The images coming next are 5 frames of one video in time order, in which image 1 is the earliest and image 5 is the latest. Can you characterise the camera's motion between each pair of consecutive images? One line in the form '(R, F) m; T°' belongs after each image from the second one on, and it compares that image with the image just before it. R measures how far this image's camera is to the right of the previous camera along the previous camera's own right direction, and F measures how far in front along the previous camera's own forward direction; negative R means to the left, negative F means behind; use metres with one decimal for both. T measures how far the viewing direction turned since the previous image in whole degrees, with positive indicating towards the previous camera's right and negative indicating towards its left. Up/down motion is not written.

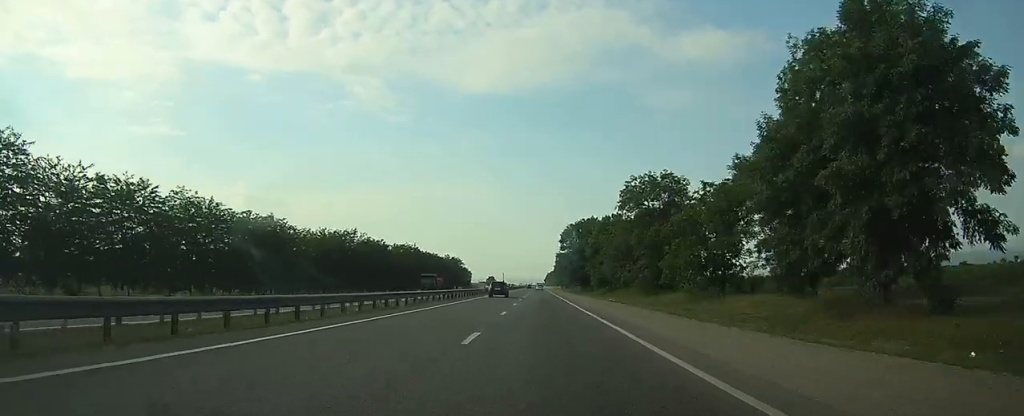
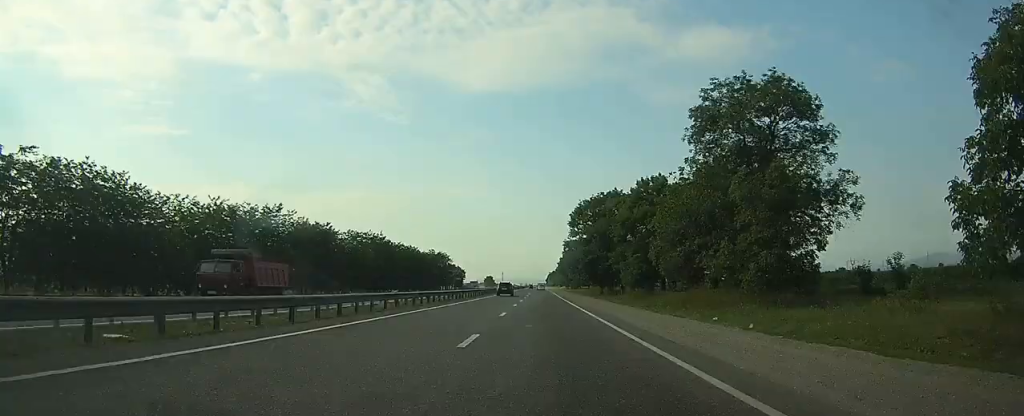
(0.0, +36.2) m; 0°
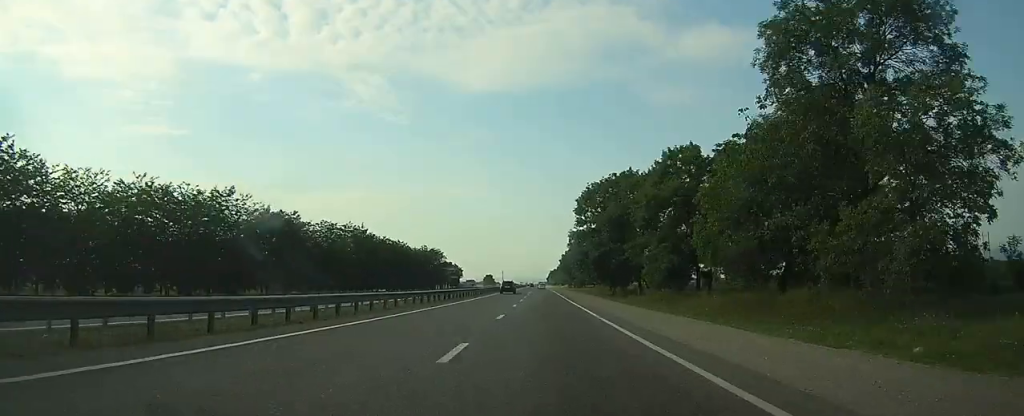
(0.0, +14.2) m; 0°
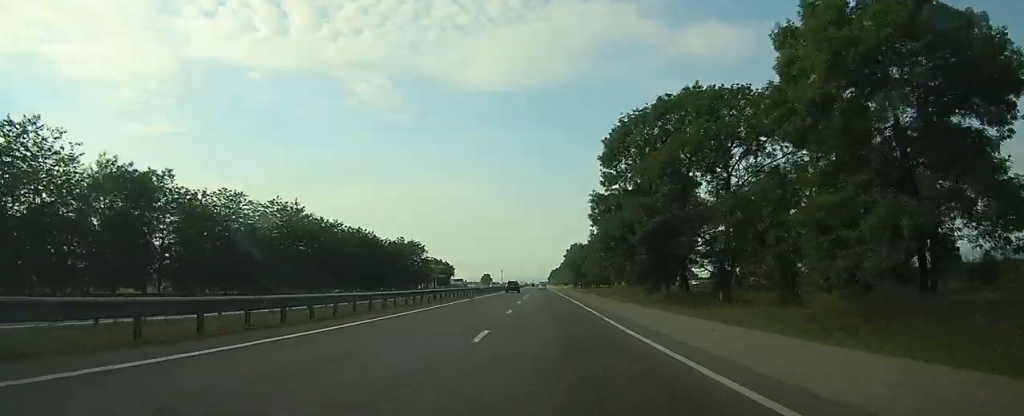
(0.0, +32.4) m; 0°
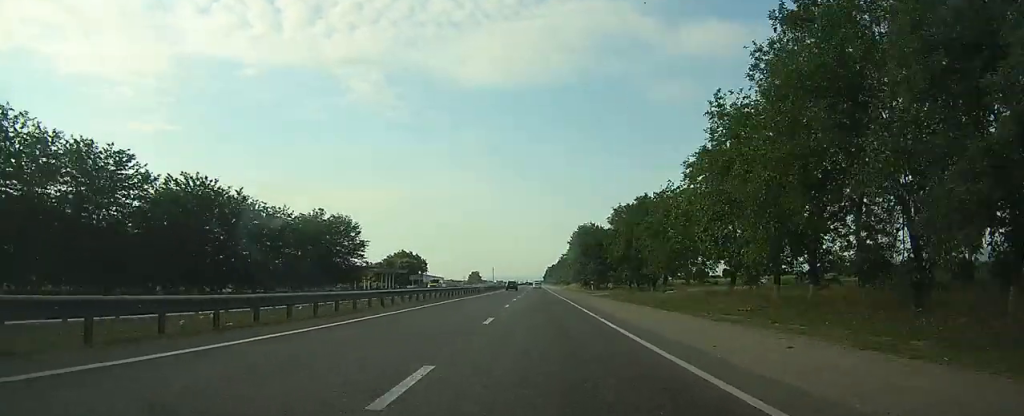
(+0.2, +55.1) m; 0°
